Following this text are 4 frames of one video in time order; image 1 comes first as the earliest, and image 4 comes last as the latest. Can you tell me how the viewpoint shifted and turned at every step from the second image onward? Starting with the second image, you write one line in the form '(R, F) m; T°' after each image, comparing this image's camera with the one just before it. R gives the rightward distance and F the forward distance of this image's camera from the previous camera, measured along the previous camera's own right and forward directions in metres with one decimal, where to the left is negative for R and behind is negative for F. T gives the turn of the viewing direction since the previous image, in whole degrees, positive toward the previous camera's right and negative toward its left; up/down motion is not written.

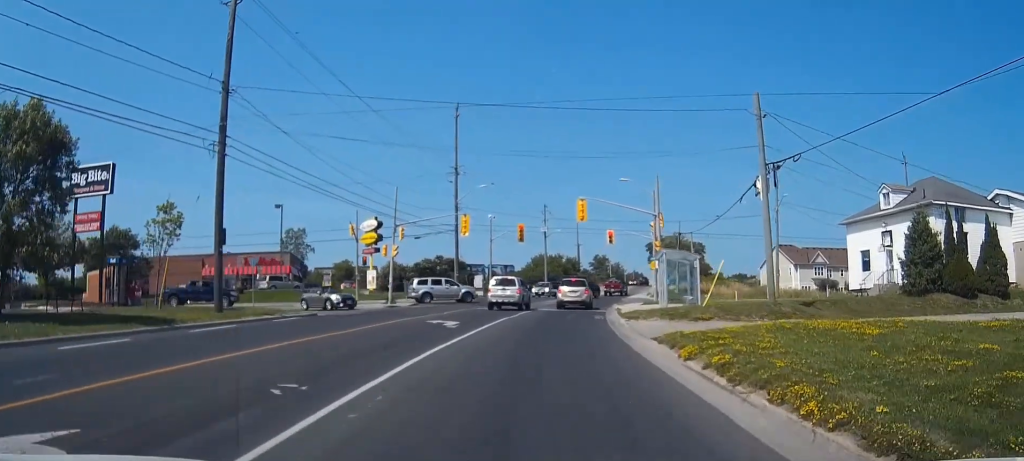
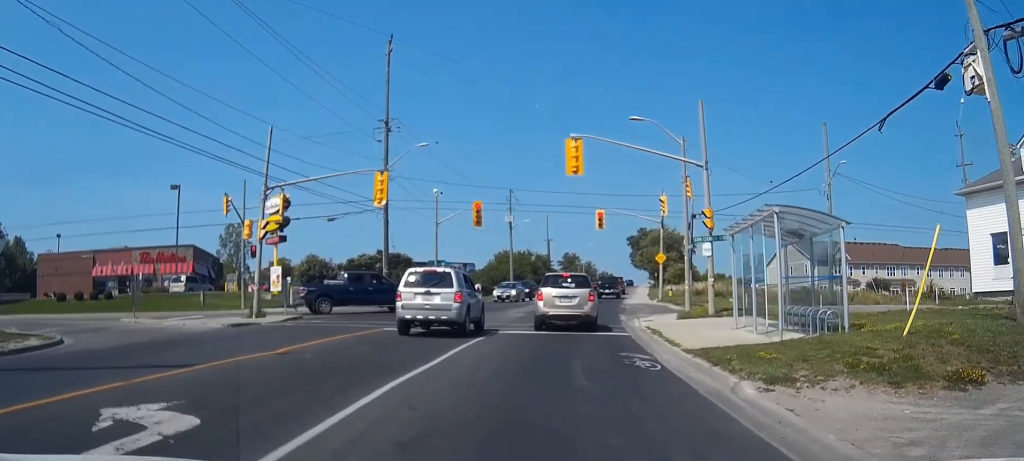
(+0.7, +18.9) m; +4°
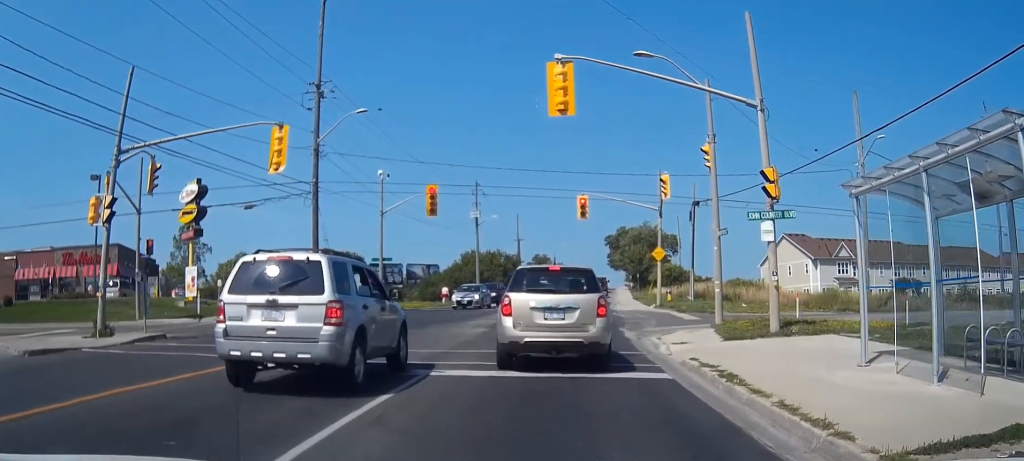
(+0.1, +9.1) m; +2°
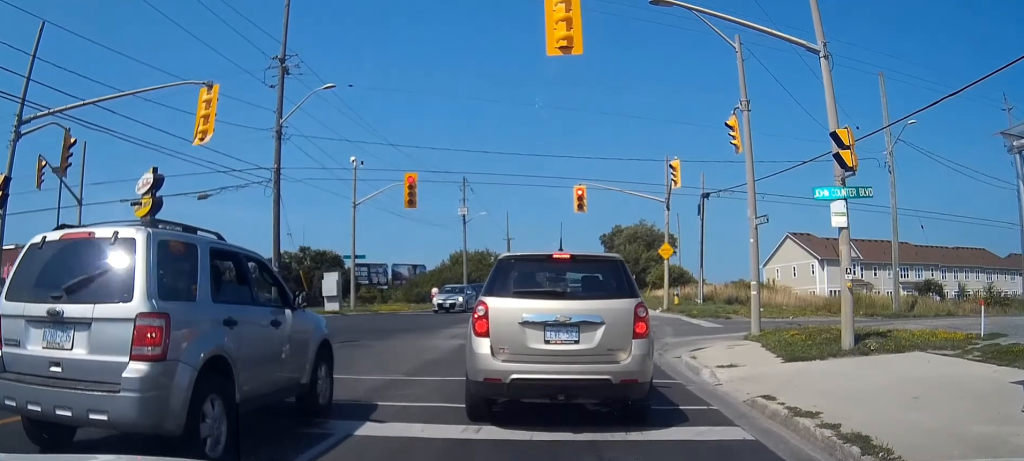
(+0.2, +4.5) m; +2°
